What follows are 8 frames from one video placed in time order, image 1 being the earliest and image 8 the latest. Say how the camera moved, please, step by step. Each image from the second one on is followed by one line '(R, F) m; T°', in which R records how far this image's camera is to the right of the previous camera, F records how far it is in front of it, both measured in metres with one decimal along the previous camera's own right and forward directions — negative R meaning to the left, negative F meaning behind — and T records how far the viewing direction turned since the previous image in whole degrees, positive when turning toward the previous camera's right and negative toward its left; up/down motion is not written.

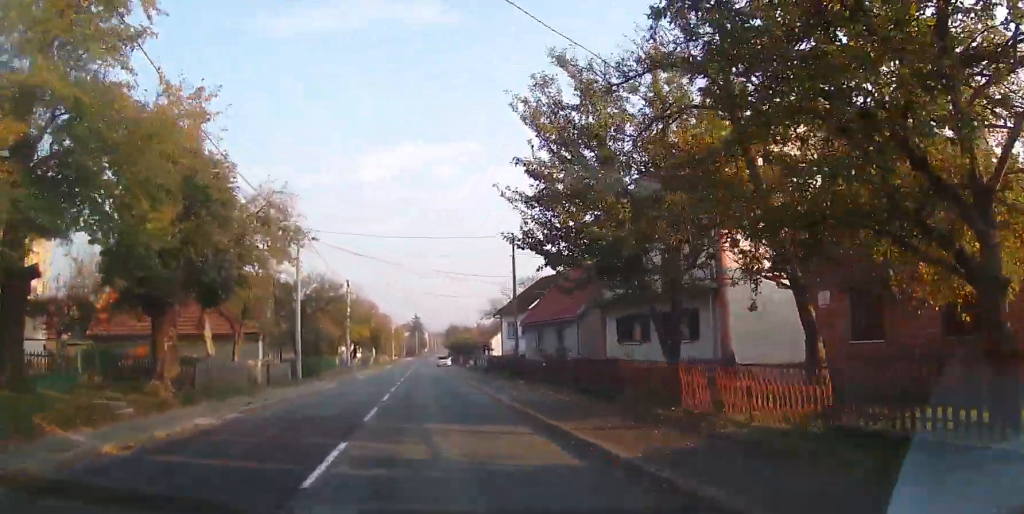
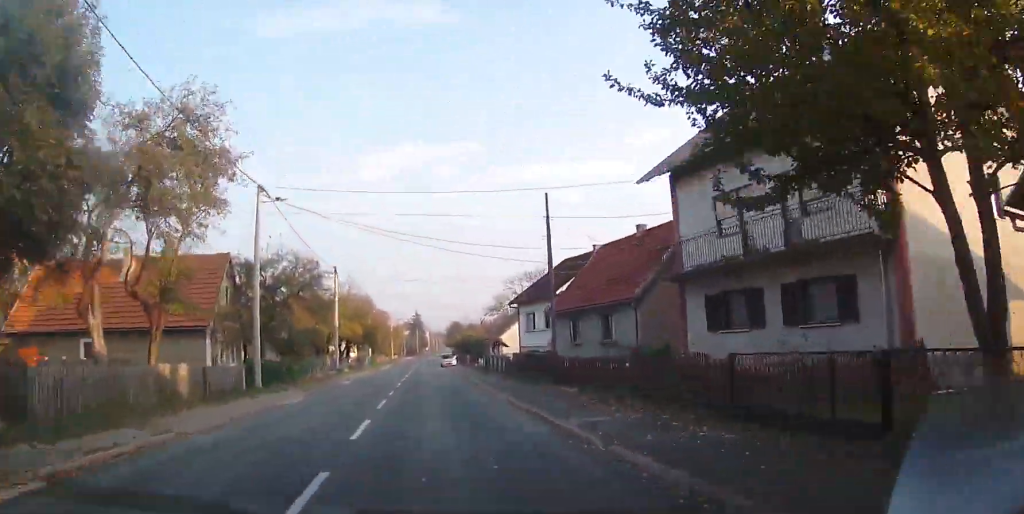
(0.0, +8.9) m; 0°
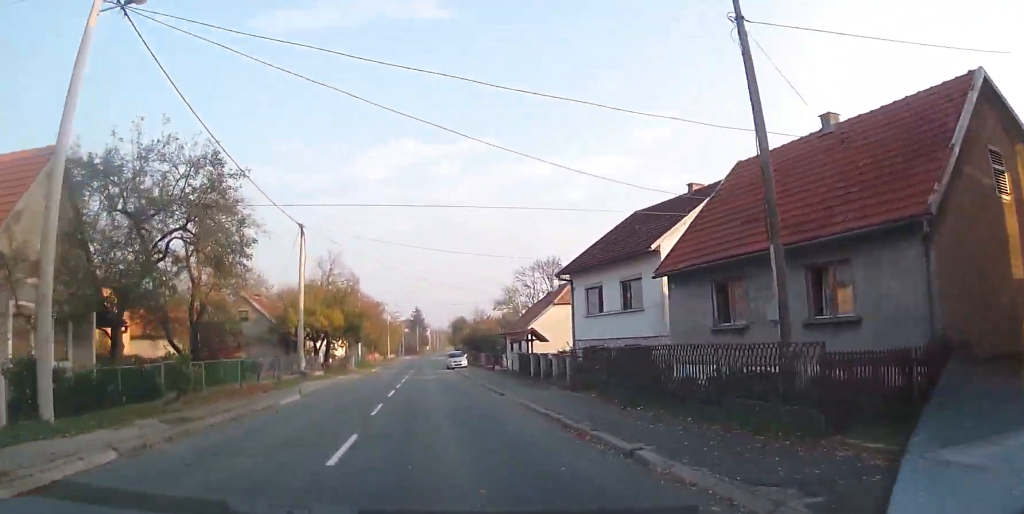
(+0.1, +15.3) m; +1°
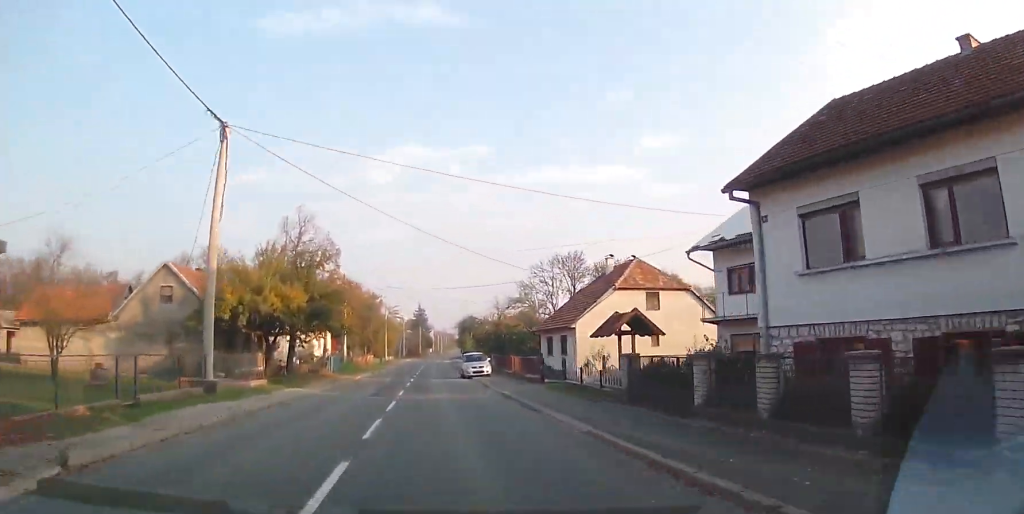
(+0.1, +16.4) m; 0°
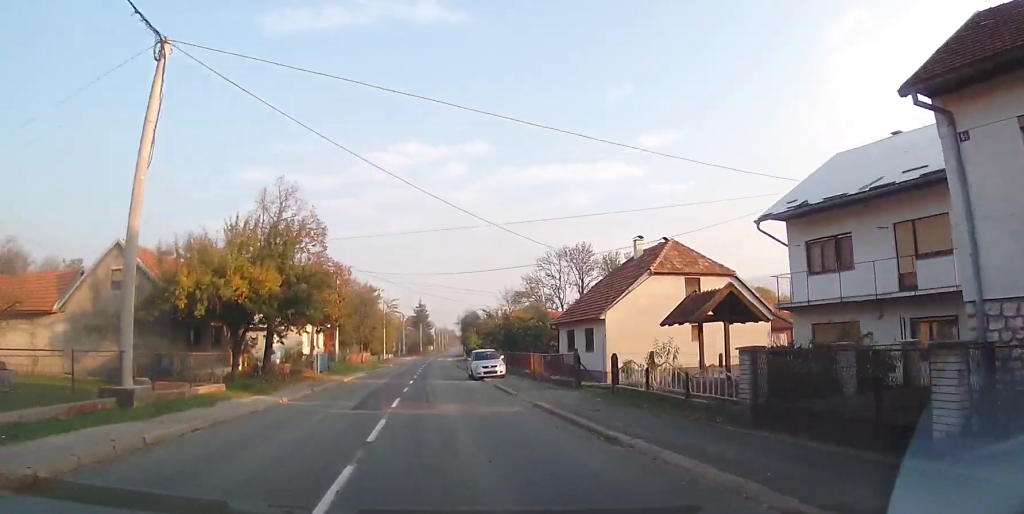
(-0.1, +6.0) m; 0°
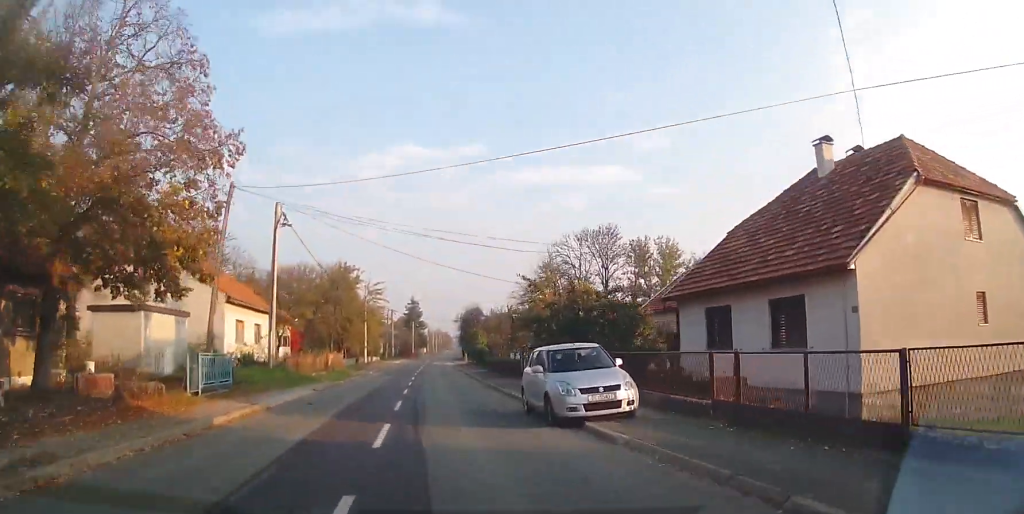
(-0.1, +19.8) m; +1°
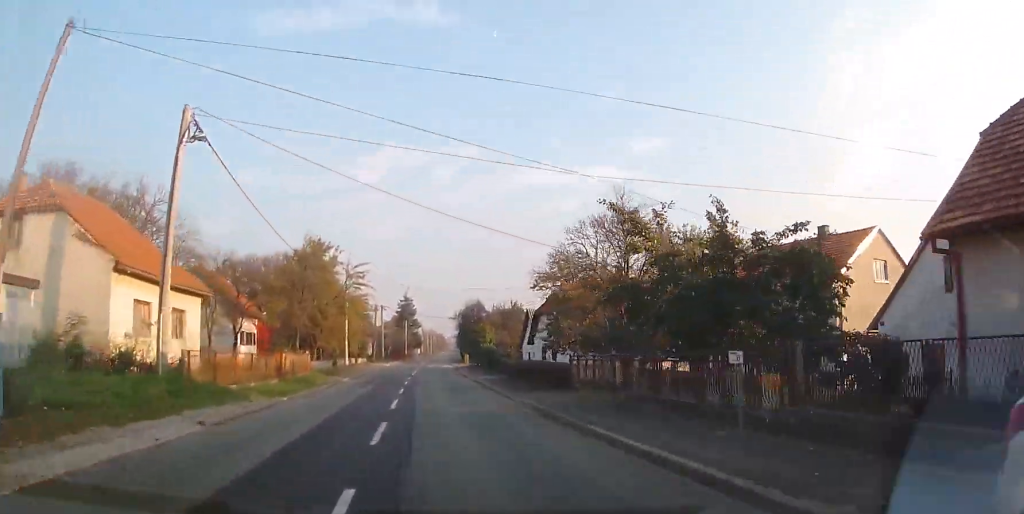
(+0.2, +12.4) m; +1°
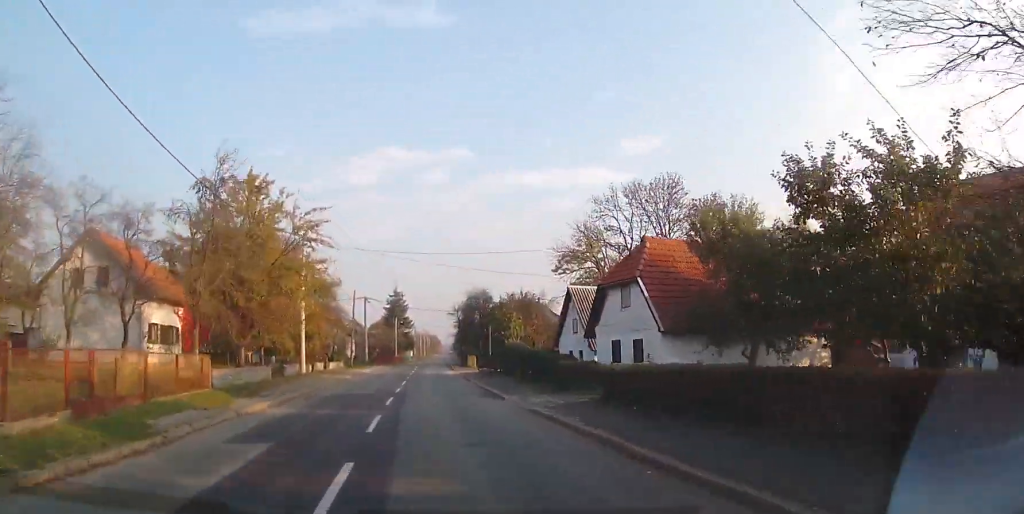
(+0.2, +17.5) m; +1°
